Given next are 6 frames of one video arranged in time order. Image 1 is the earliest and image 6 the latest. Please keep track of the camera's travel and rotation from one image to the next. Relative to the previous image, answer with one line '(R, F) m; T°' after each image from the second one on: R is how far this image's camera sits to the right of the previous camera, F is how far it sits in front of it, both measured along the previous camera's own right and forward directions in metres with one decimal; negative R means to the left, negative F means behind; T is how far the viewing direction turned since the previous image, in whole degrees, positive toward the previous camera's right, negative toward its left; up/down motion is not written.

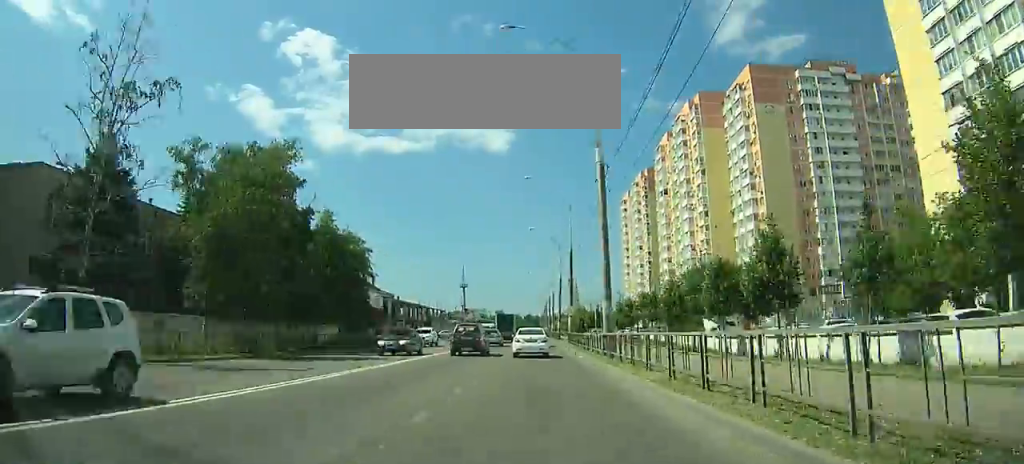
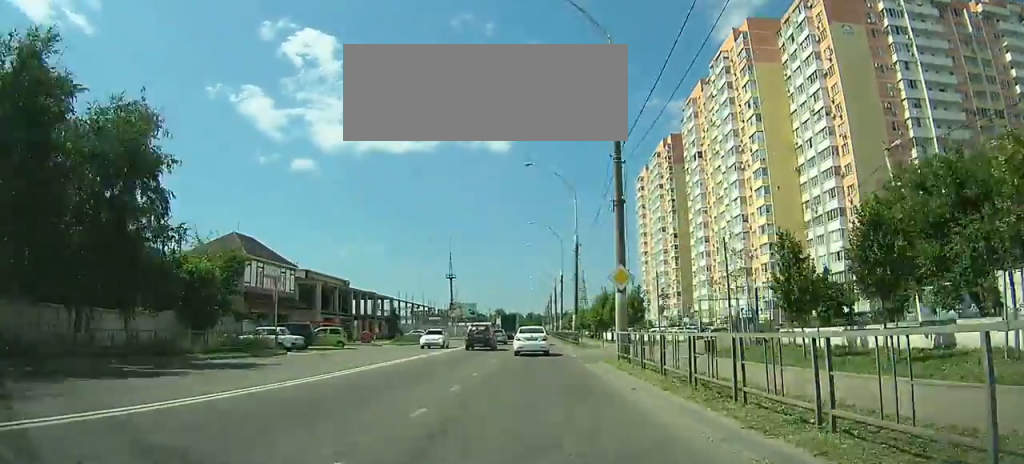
(-0.1, +32.3) m; 0°
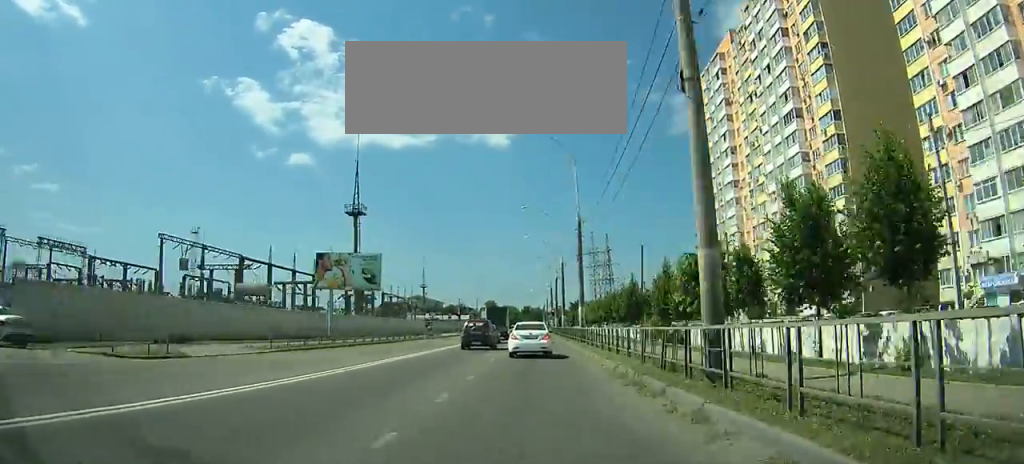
(-0.2, +76.6) m; 0°
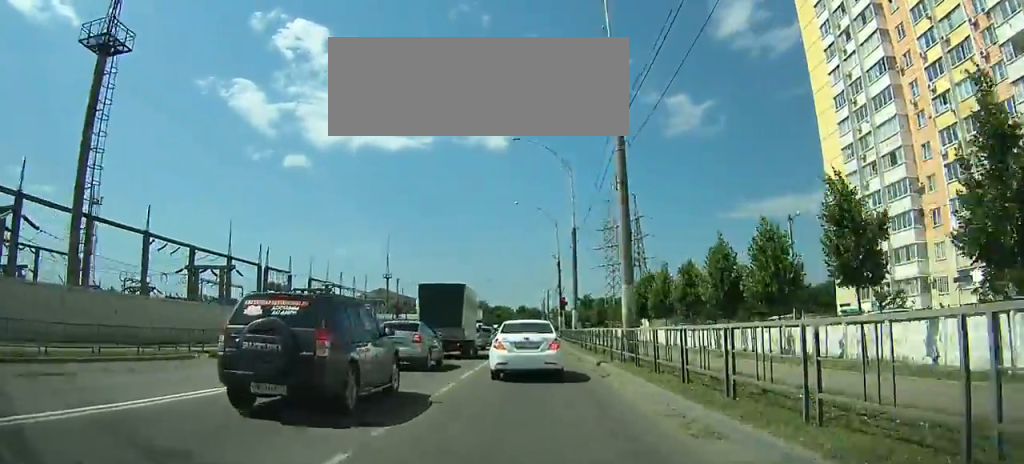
(0.0, +42.5) m; -2°
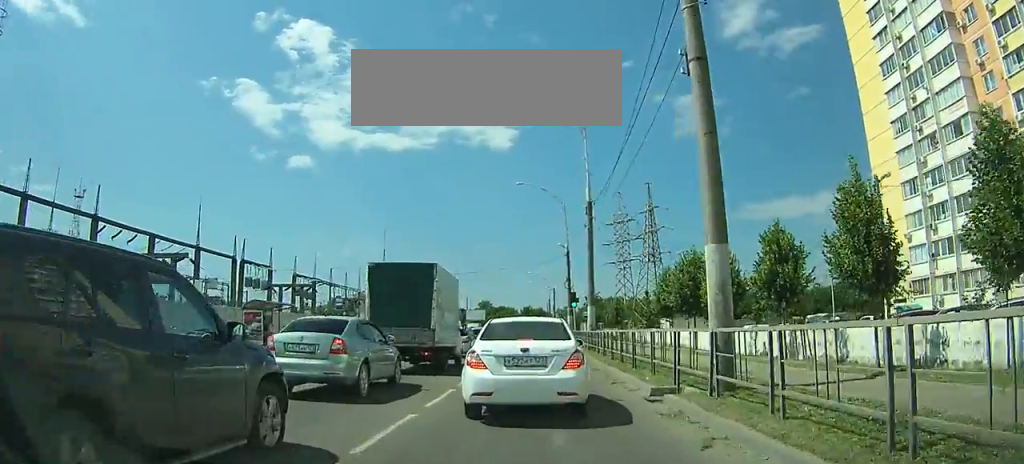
(-0.2, +10.7) m; -2°
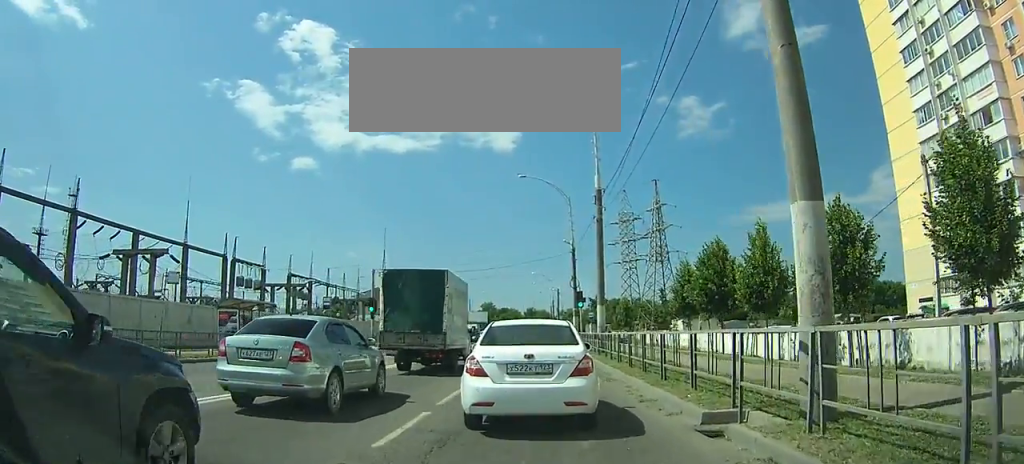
(-0.3, +13.2) m; +1°
